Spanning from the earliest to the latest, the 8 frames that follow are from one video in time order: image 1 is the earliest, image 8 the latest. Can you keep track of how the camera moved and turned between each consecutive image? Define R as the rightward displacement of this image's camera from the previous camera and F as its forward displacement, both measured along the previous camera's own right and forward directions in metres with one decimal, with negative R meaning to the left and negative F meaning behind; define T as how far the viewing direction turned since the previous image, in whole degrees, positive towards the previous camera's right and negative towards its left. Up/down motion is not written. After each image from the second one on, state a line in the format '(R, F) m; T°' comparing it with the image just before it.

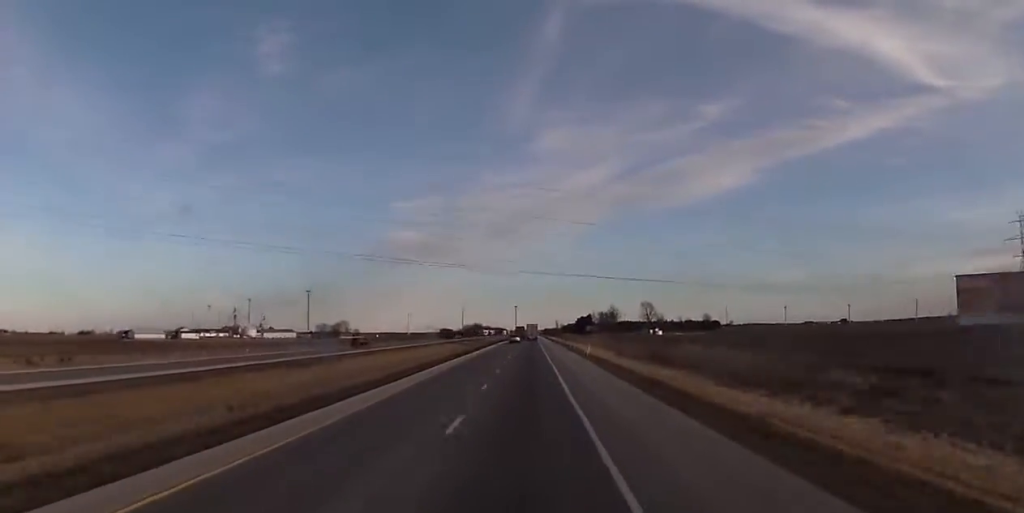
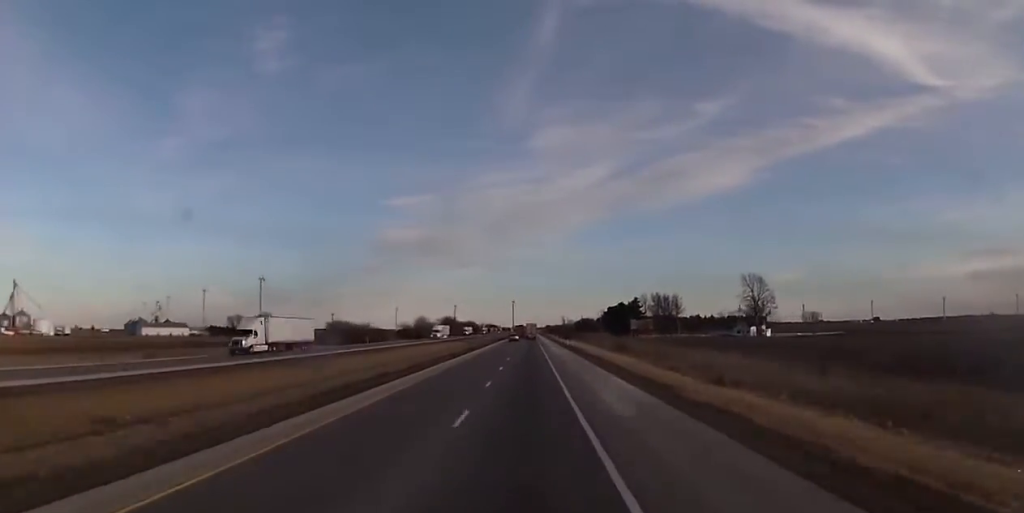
(-0.2, +258.3) m; 0°
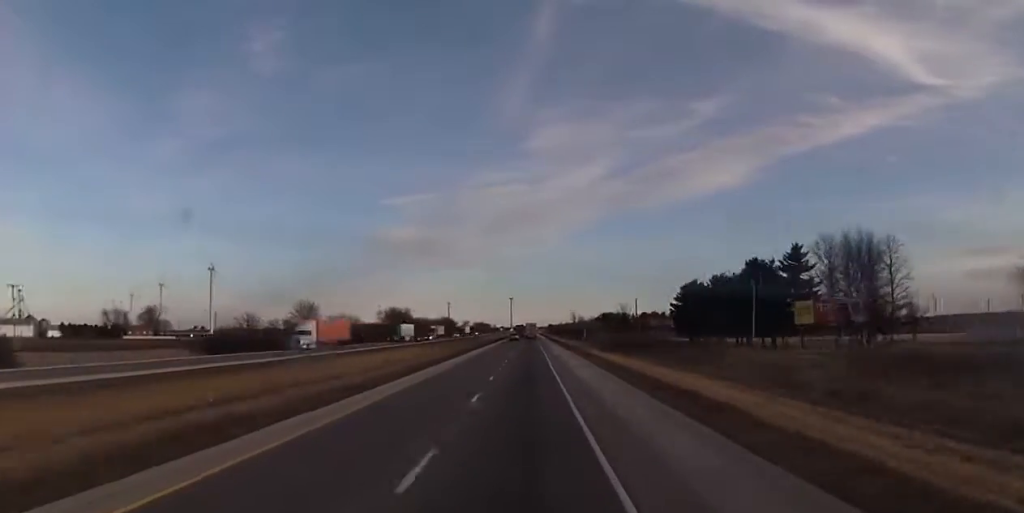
(+0.2, +121.3) m; 0°
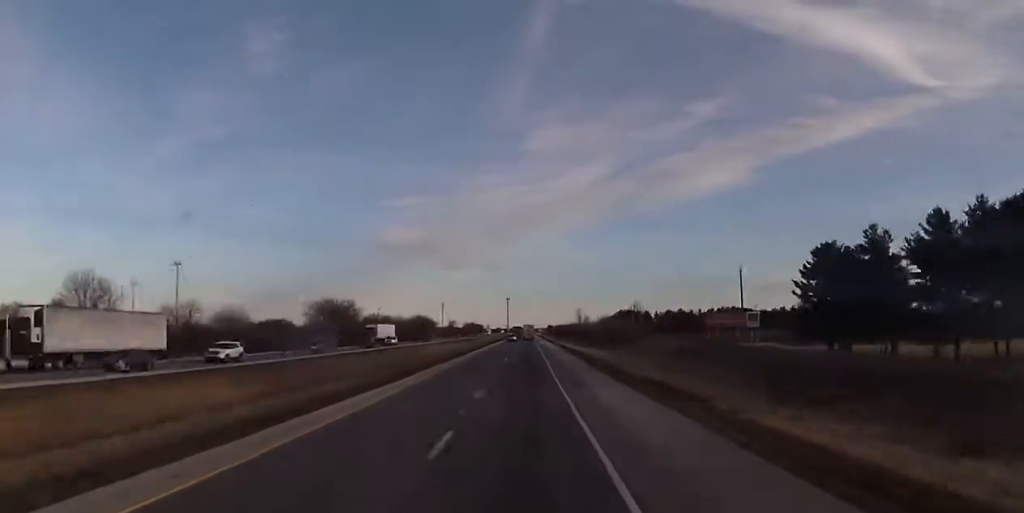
(+0.1, +41.9) m; 0°
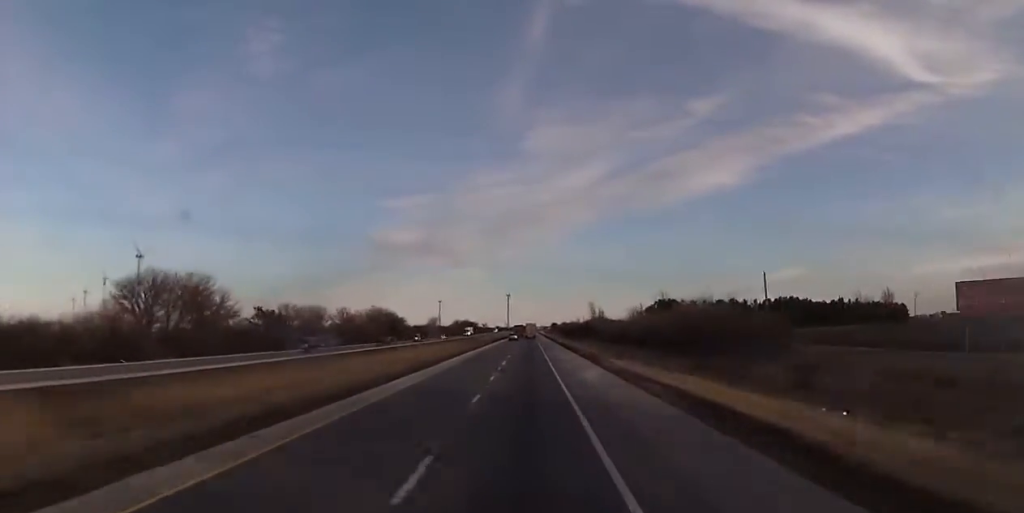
(-0.1, +45.5) m; 0°
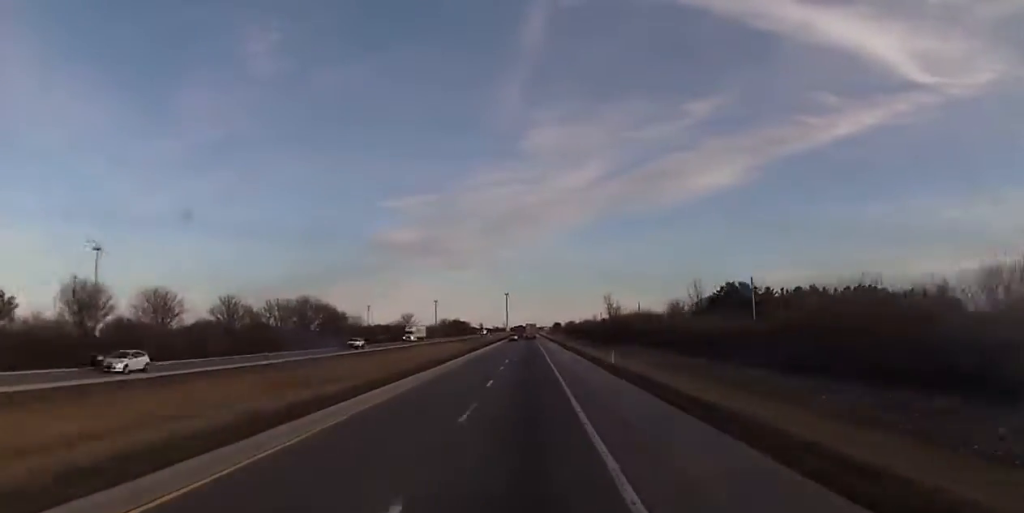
(0.0, +64.1) m; 0°
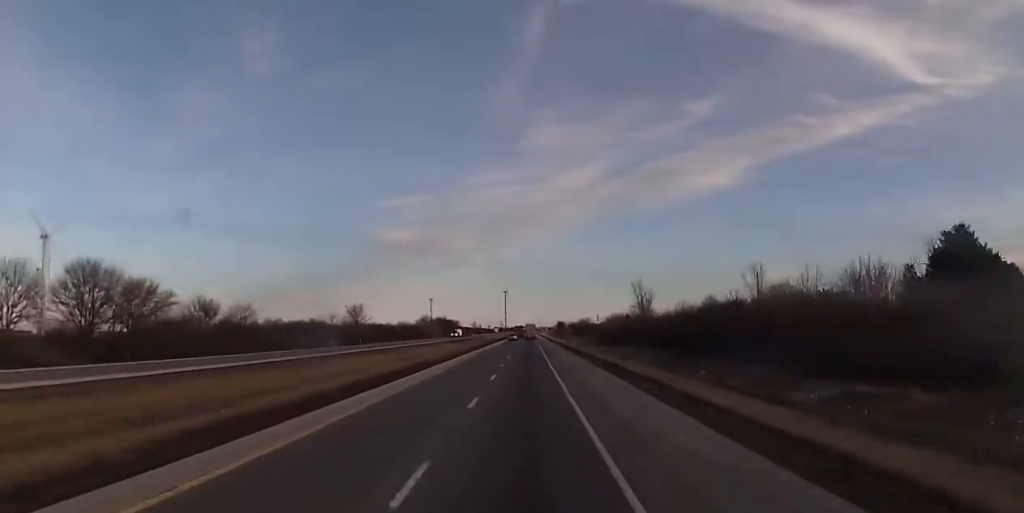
(0.0, +79.4) m; 0°
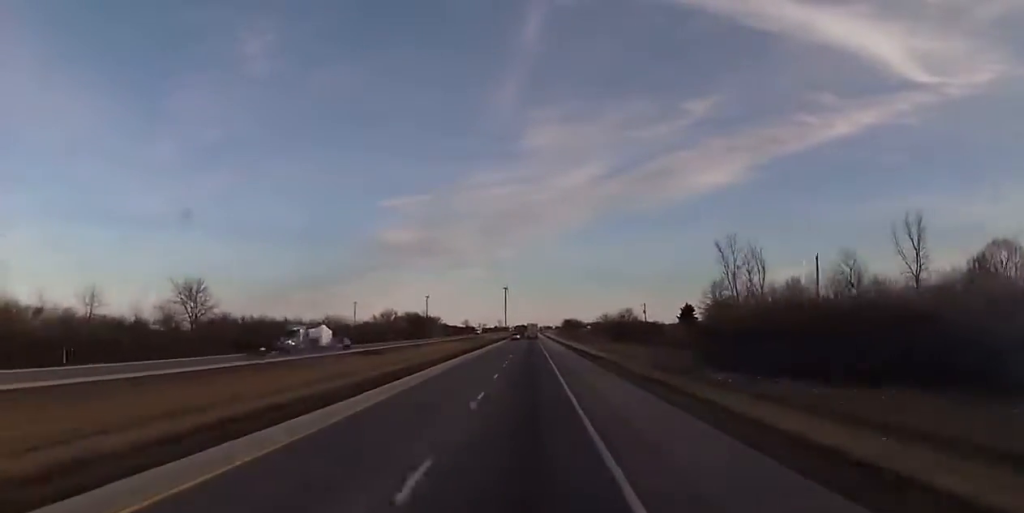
(-0.1, +121.7) m; 0°
